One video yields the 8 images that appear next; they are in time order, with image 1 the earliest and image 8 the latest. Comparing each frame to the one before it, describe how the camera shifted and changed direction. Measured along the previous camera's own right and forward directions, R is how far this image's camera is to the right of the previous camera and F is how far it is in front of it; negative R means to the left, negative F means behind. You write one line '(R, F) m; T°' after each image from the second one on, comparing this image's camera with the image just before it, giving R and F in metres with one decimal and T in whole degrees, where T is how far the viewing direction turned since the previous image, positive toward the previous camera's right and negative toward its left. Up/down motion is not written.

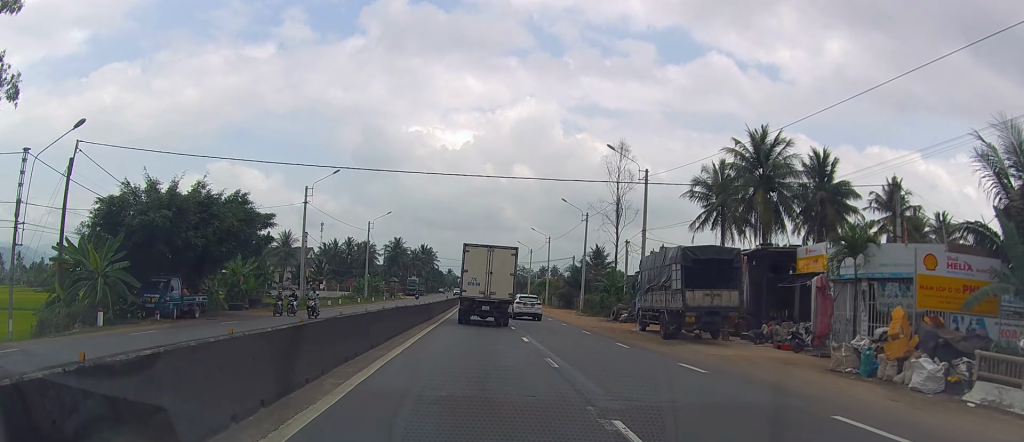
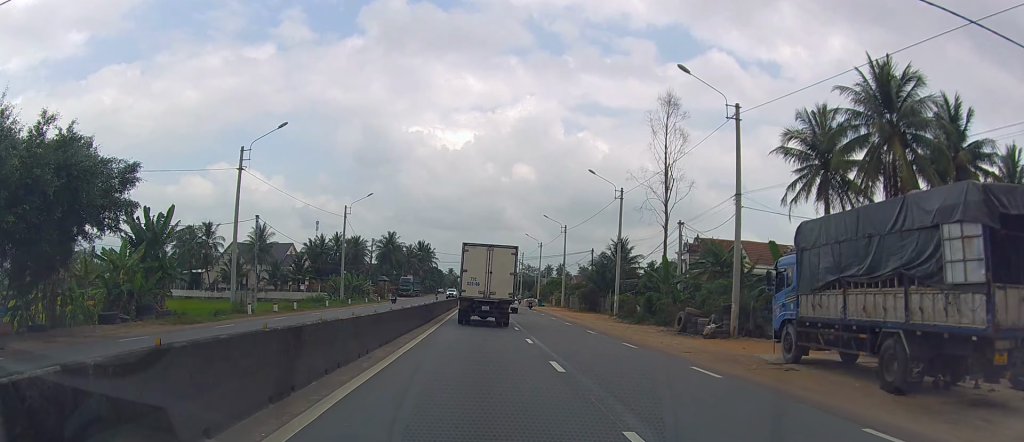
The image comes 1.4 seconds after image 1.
(0.0, +16.7) m; +1°
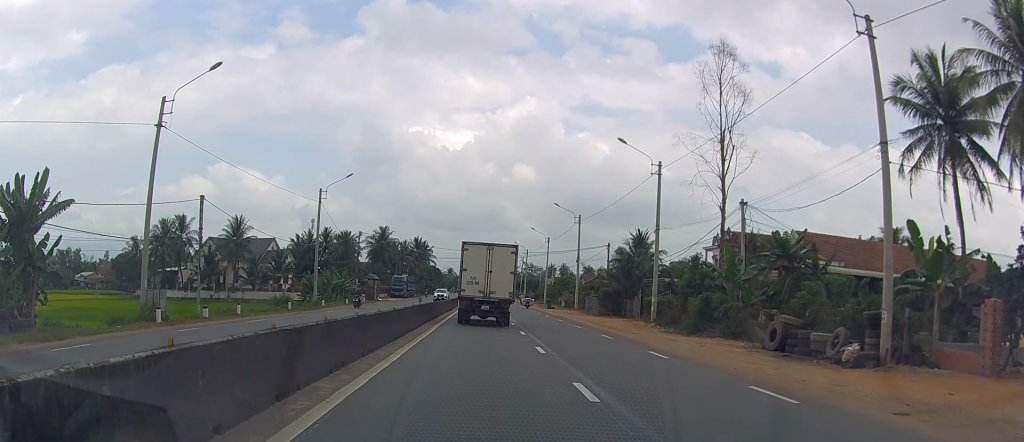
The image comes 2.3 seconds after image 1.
(+0.3, +11.8) m; +1°
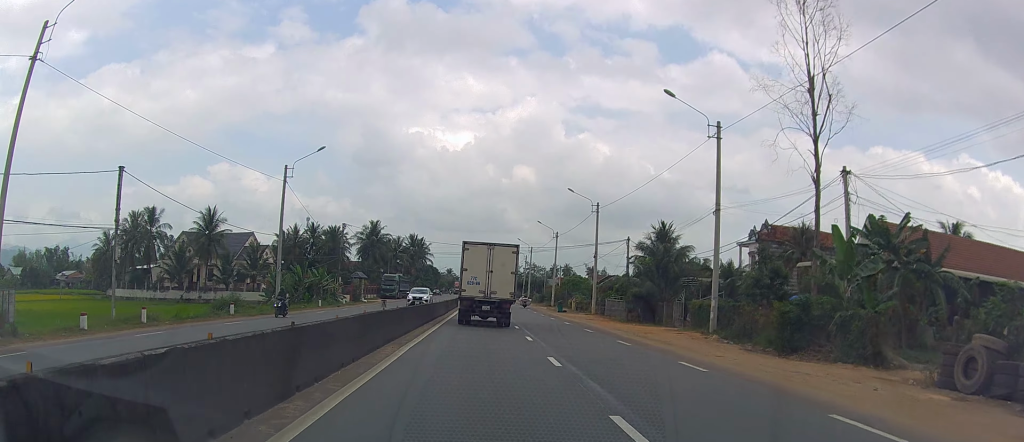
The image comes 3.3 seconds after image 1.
(0.0, +11.4) m; -1°
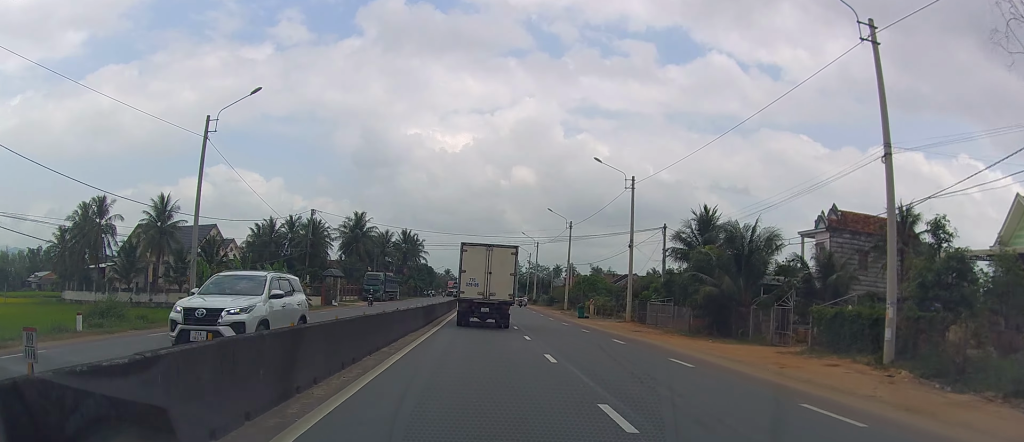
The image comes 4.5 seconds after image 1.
(-0.4, +15.4) m; -1°
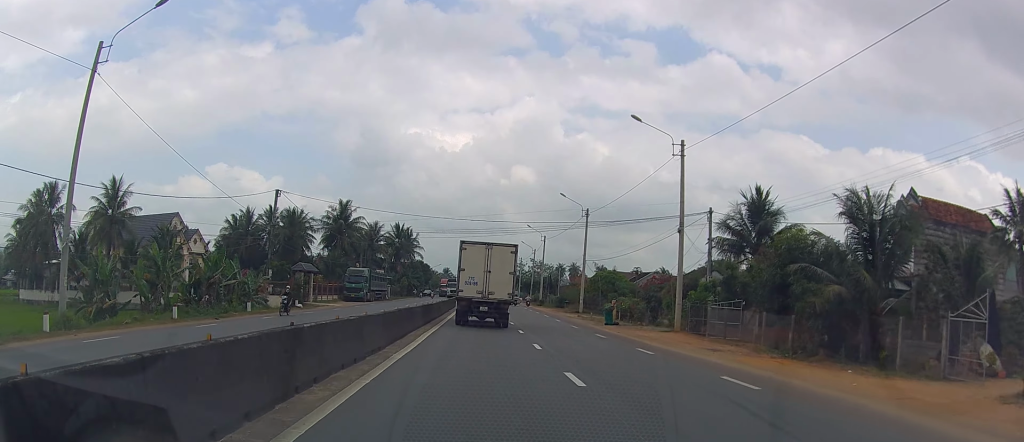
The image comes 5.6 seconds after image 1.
(0.0, +12.5) m; 0°
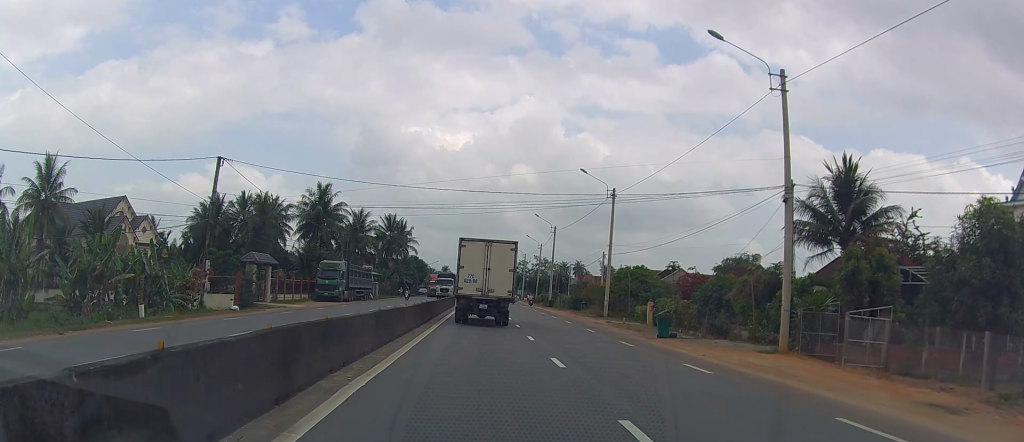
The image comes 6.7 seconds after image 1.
(0.0, +13.5) m; 0°
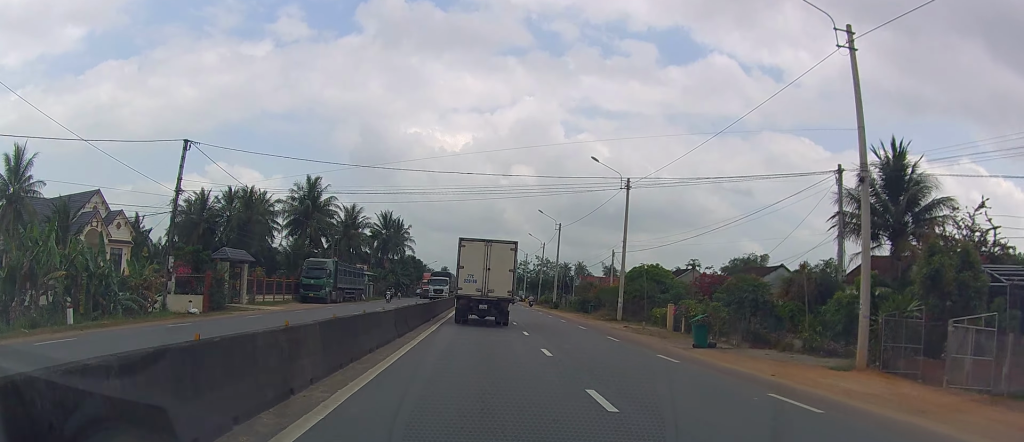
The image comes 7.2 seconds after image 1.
(0.0, +5.5) m; 0°
